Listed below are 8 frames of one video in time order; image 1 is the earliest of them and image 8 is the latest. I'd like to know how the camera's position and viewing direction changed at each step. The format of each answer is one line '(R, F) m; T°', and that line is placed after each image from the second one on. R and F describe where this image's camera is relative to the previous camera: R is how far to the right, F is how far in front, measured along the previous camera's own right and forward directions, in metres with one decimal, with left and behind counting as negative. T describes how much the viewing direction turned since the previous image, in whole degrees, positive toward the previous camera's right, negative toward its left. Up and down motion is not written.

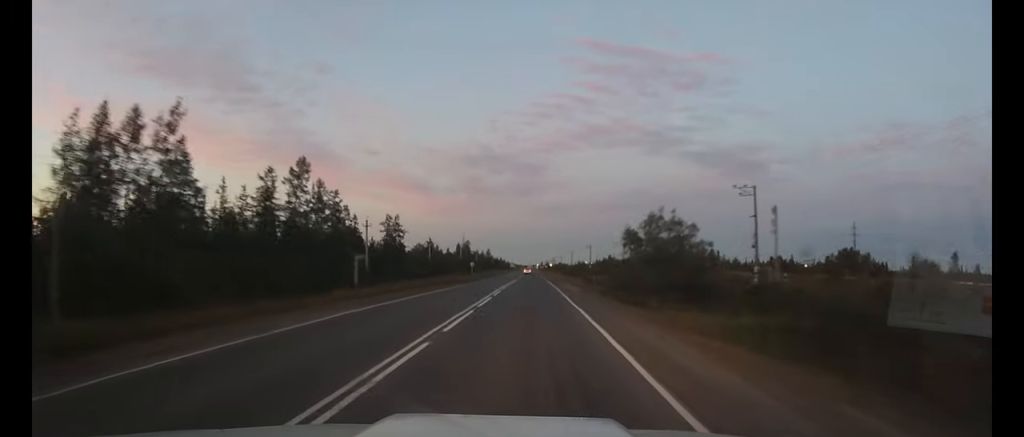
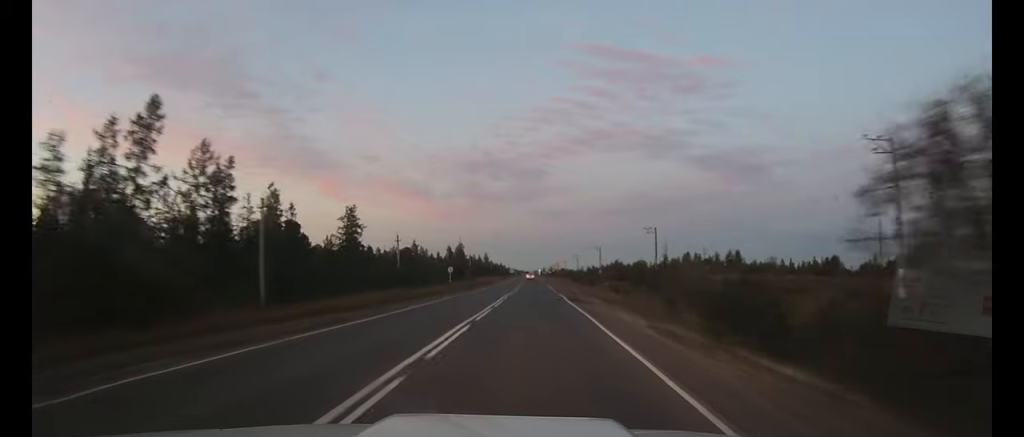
(-0.1, +27.2) m; 0°
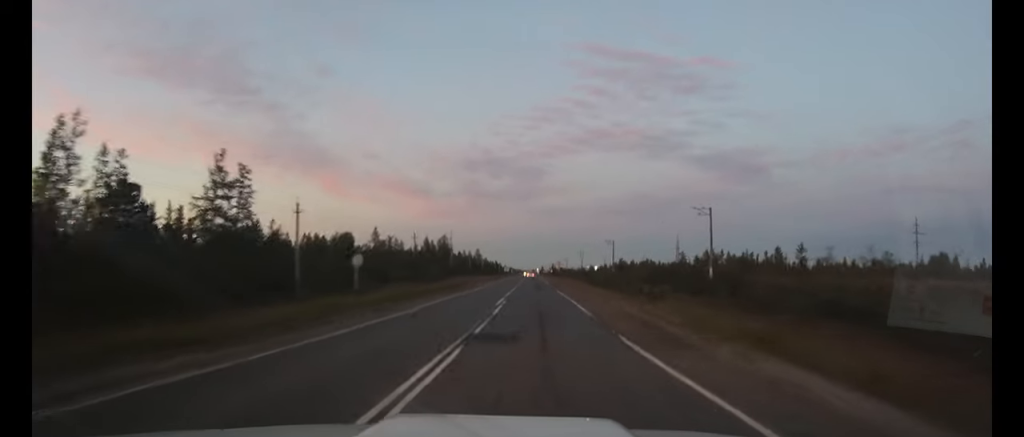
(0.0, +36.1) m; 0°
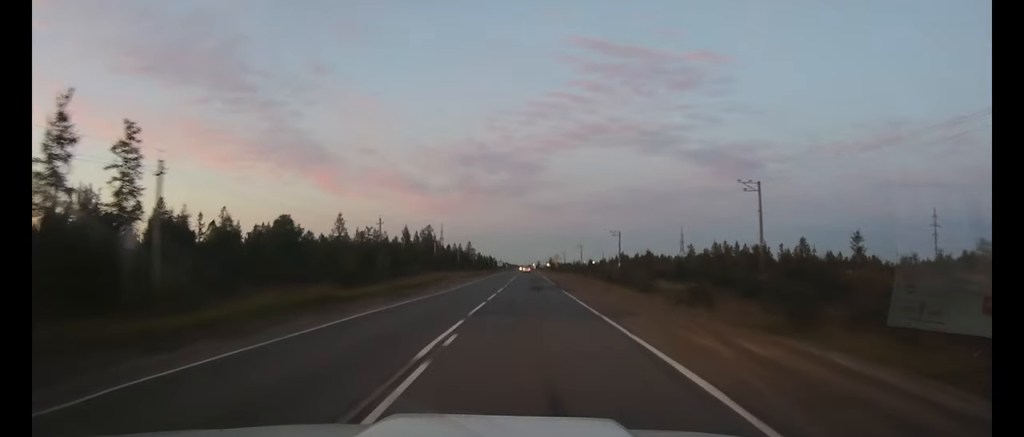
(+0.1, +19.0) m; 0°
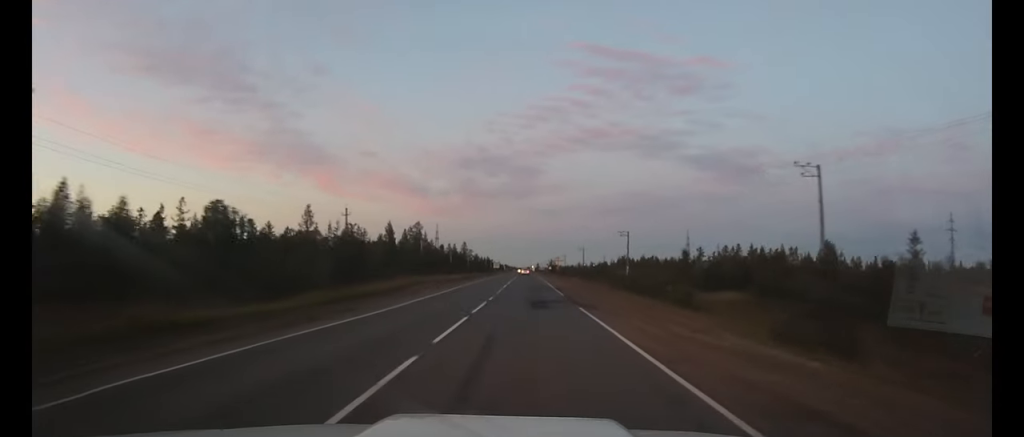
(0.0, +13.8) m; 0°
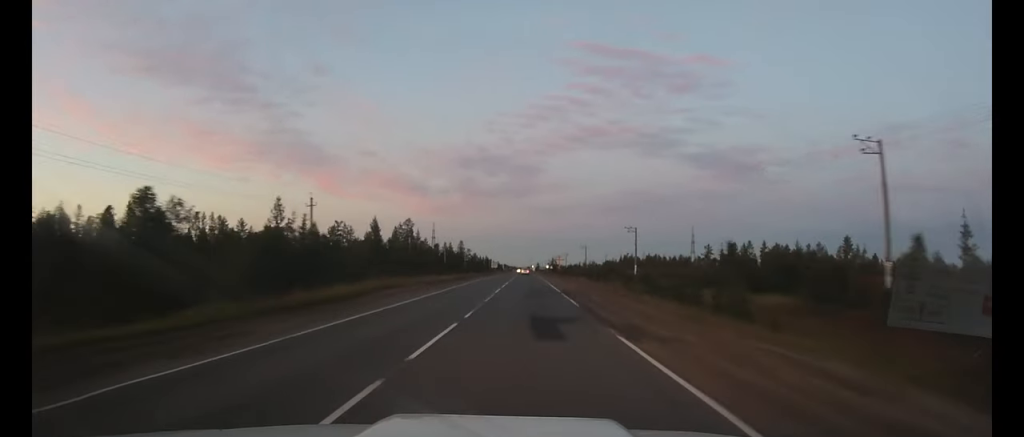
(0.0, +10.1) m; 0°
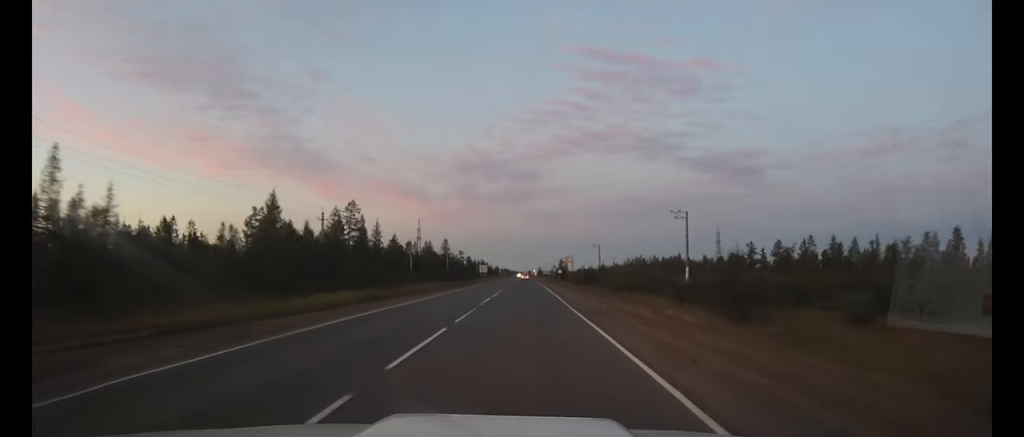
(+0.1, +41.0) m; 0°
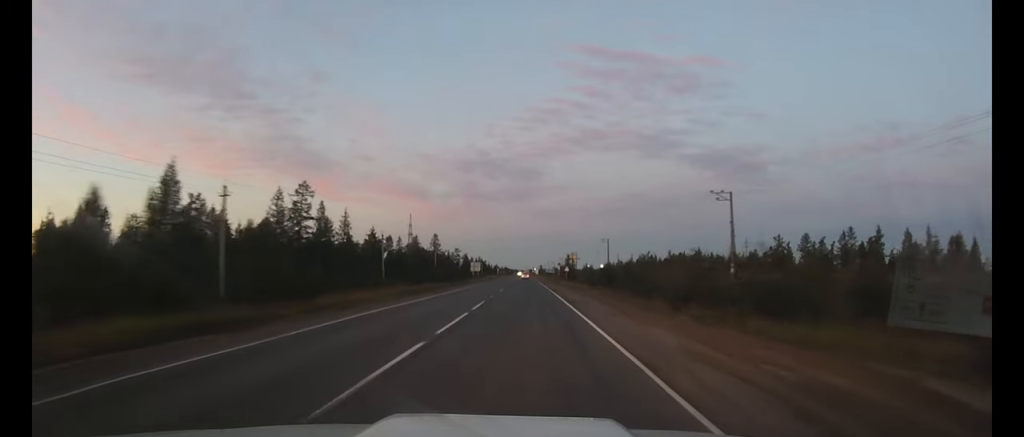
(0.0, +19.3) m; 0°
